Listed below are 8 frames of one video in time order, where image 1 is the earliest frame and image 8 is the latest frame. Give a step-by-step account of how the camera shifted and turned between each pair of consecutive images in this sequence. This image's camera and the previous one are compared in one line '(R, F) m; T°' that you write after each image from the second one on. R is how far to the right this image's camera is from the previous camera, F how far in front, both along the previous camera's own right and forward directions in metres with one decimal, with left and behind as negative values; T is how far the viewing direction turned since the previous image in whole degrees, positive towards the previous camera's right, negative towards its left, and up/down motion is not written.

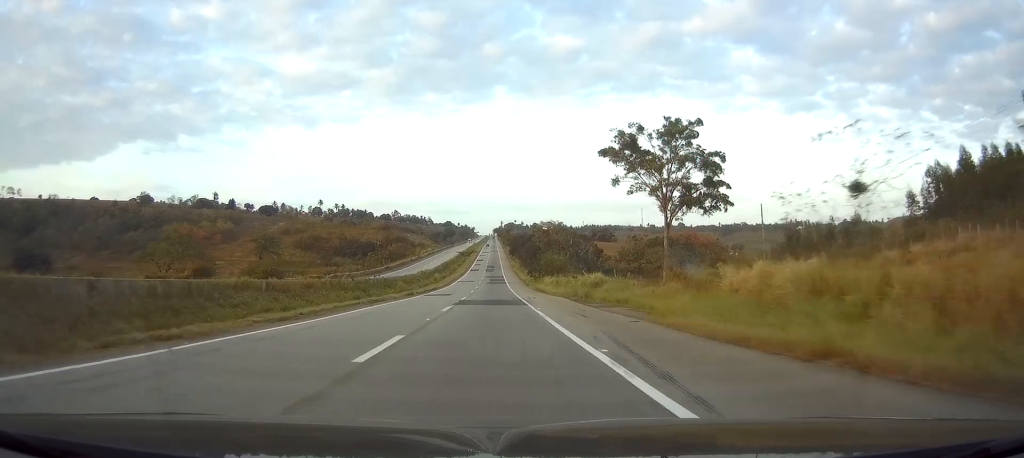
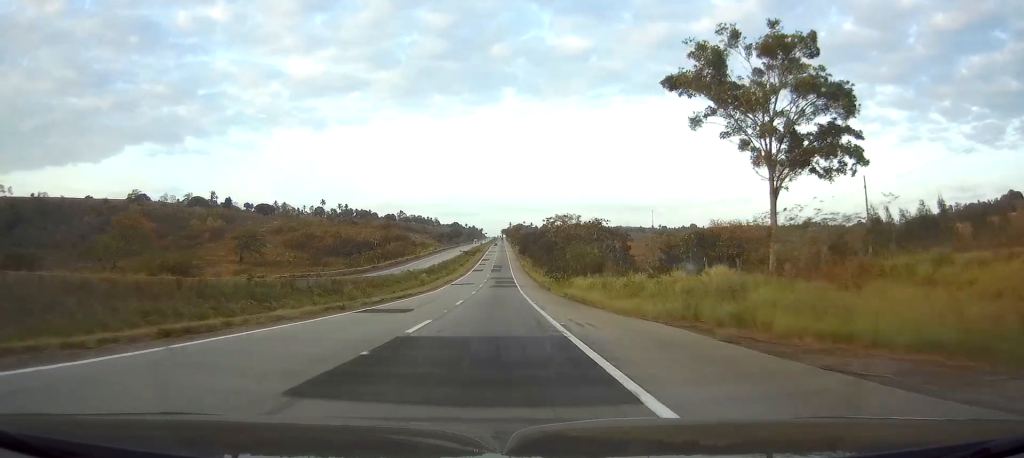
(-0.3, +25.3) m; -1°
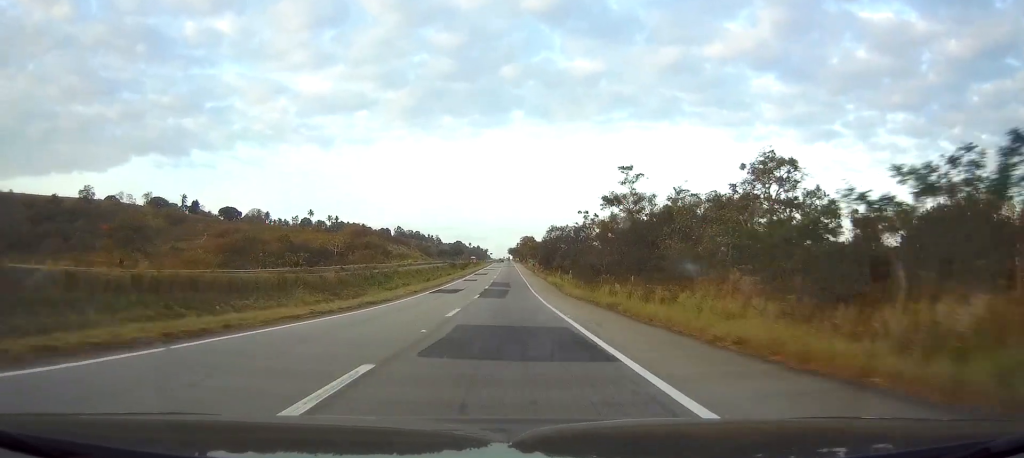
(-1.3, +75.8) m; -1°
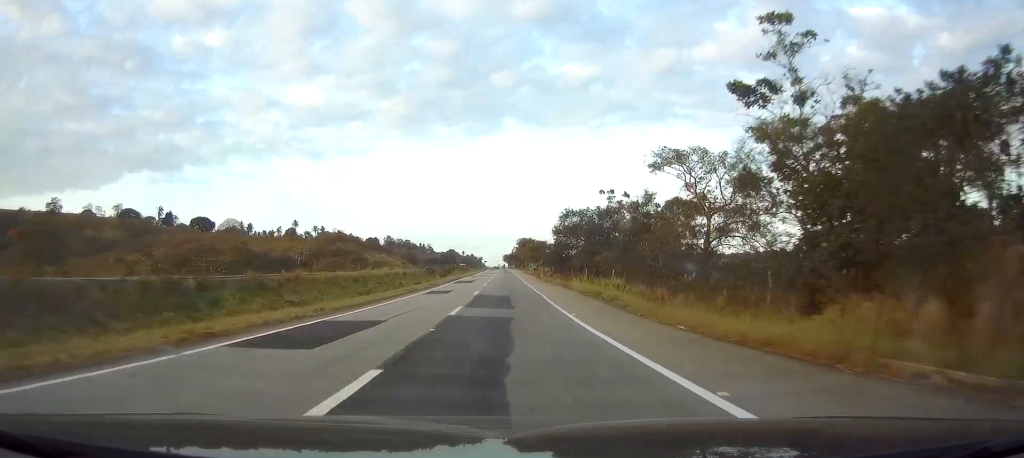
(0.0, +32.6) m; 0°
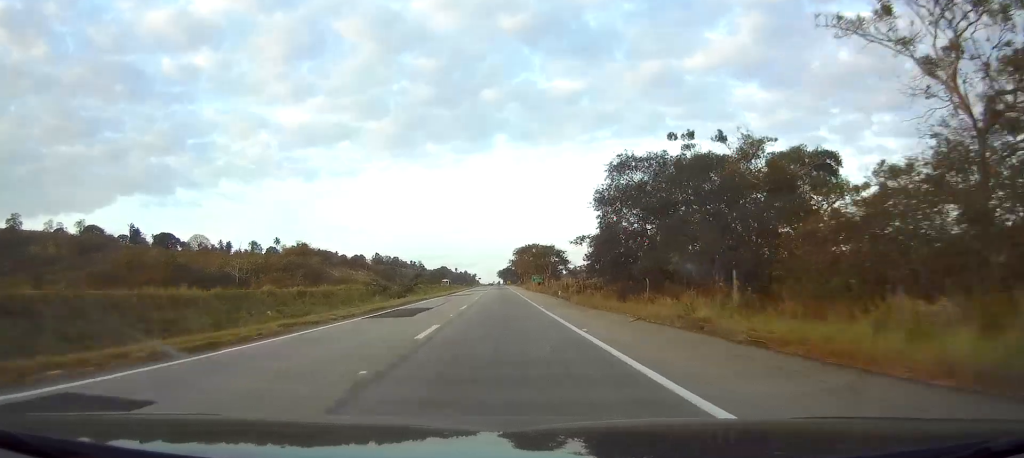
(+0.1, +38.2) m; 0°
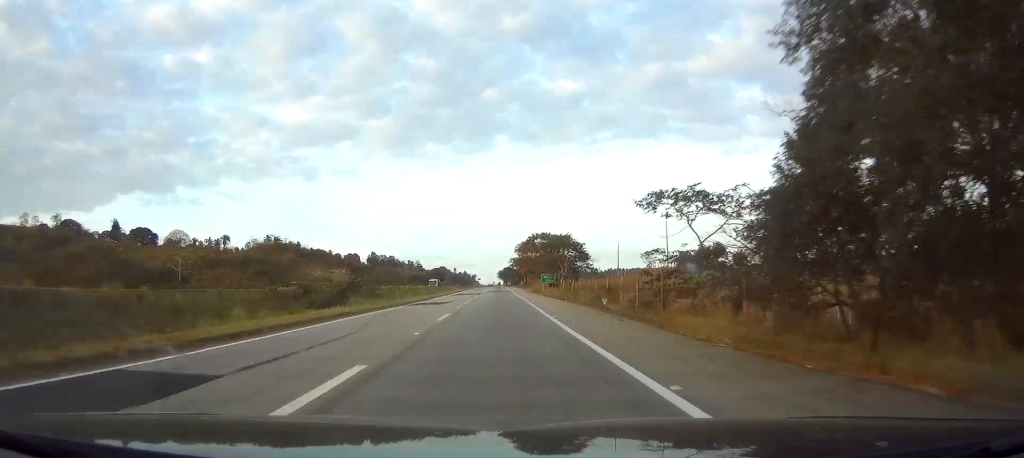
(+0.1, +25.9) m; 0°
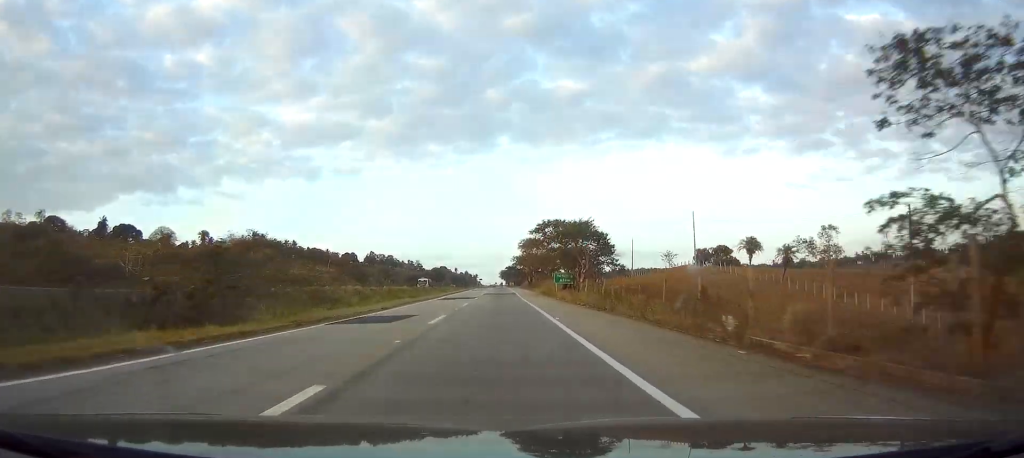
(0.0, +18.0) m; 0°
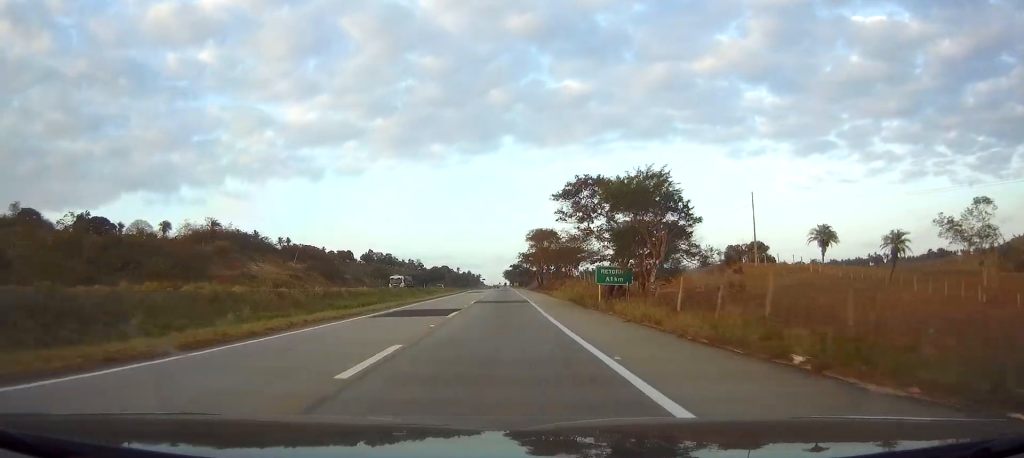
(0.0, +27.0) m; 0°
